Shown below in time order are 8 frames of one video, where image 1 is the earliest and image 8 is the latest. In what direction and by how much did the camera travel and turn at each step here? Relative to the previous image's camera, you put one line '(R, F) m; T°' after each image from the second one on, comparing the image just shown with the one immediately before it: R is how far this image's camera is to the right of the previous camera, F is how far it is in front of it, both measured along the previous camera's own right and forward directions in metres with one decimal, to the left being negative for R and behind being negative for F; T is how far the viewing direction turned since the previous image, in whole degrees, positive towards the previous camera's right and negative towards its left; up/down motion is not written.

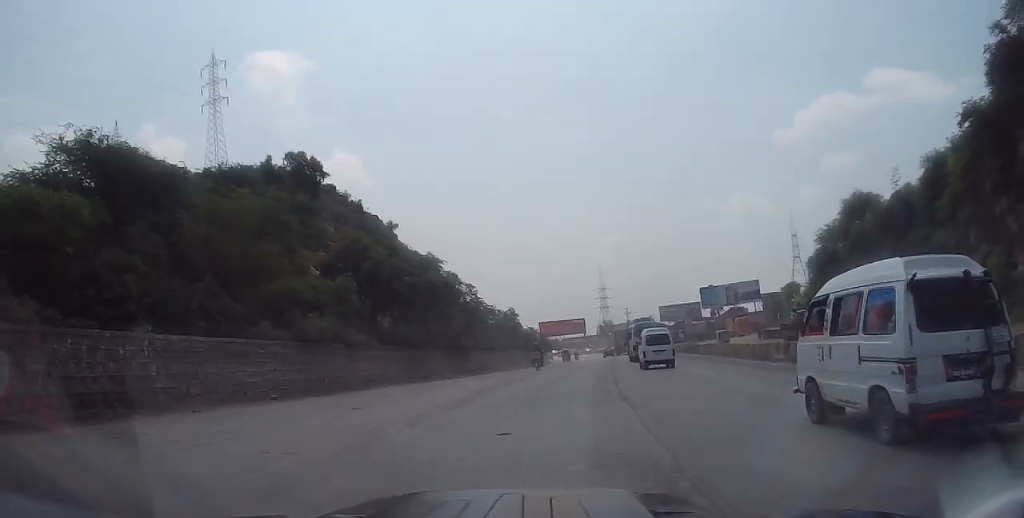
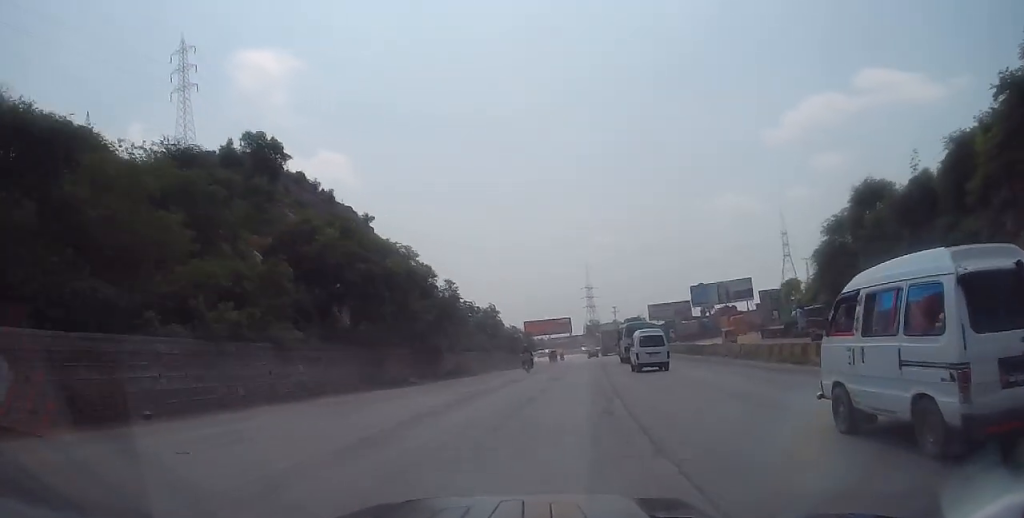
(0.0, +6.0) m; +1°
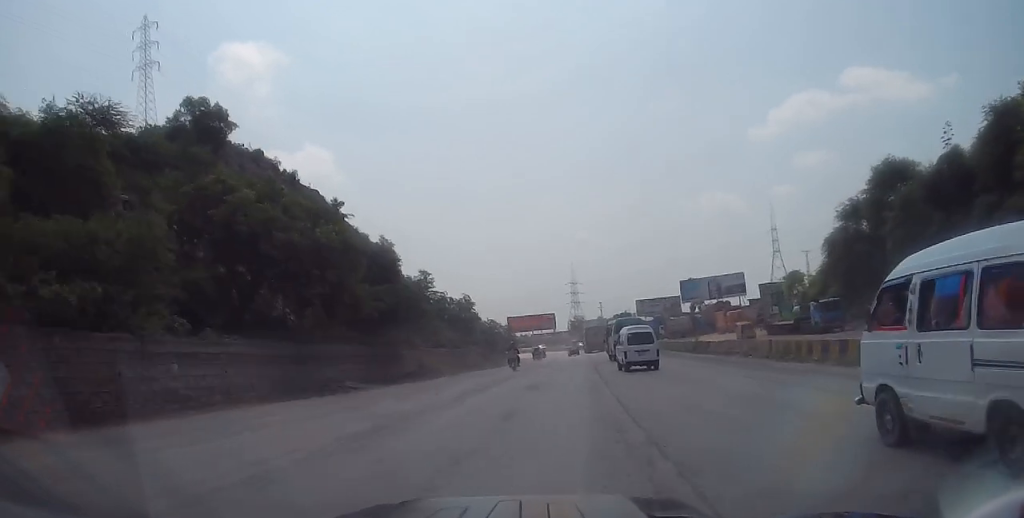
(0.0, +7.4) m; +1°
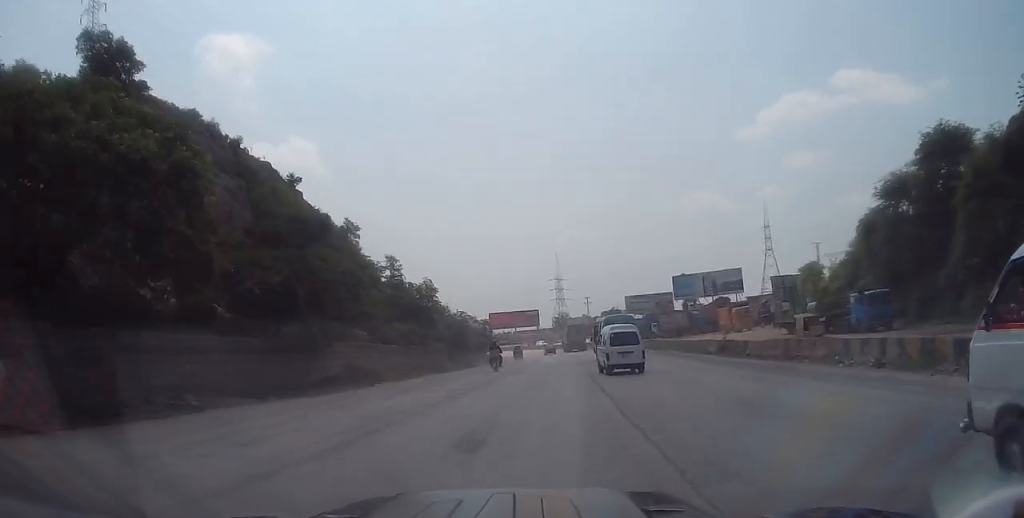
(+0.2, +11.1) m; +1°
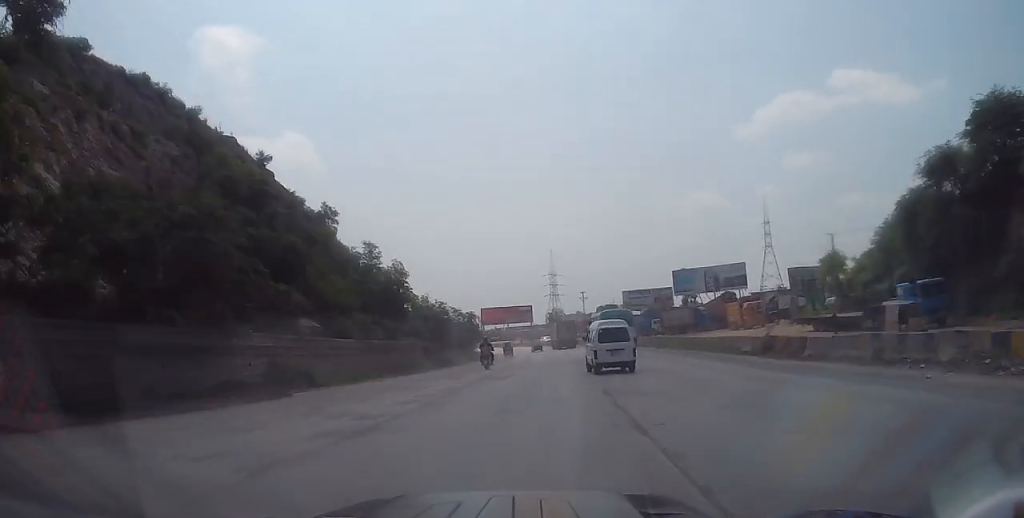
(0.0, +7.7) m; 0°
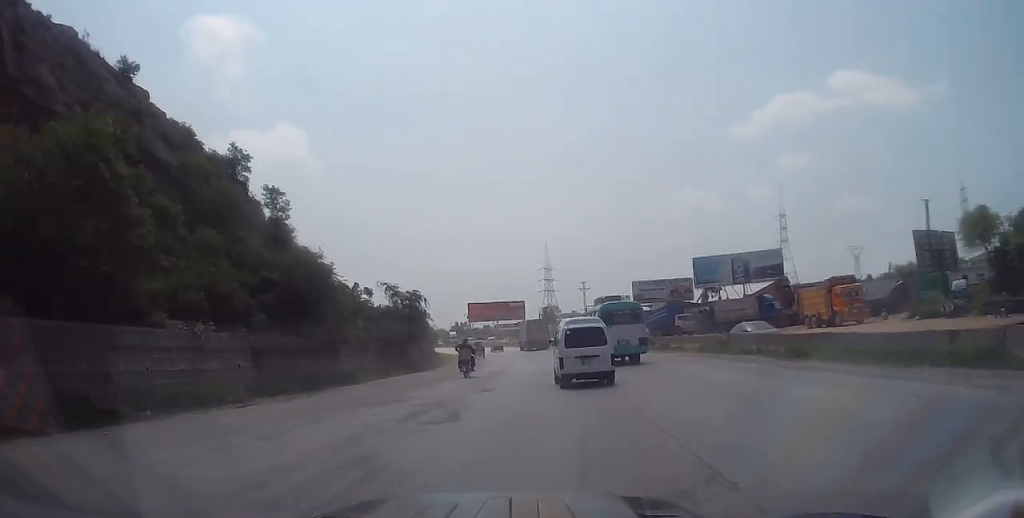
(0.0, +26.6) m; 0°
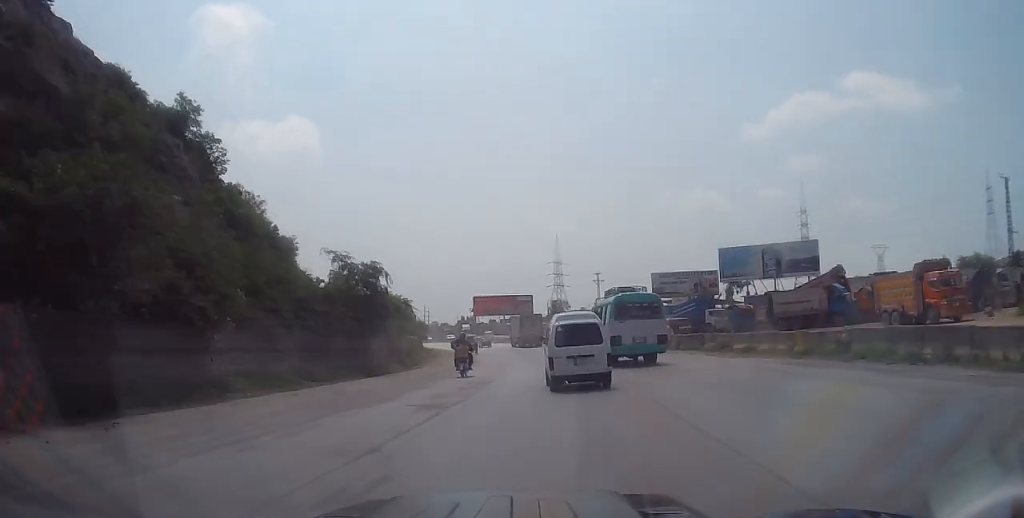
(0.0, +12.4) m; -1°
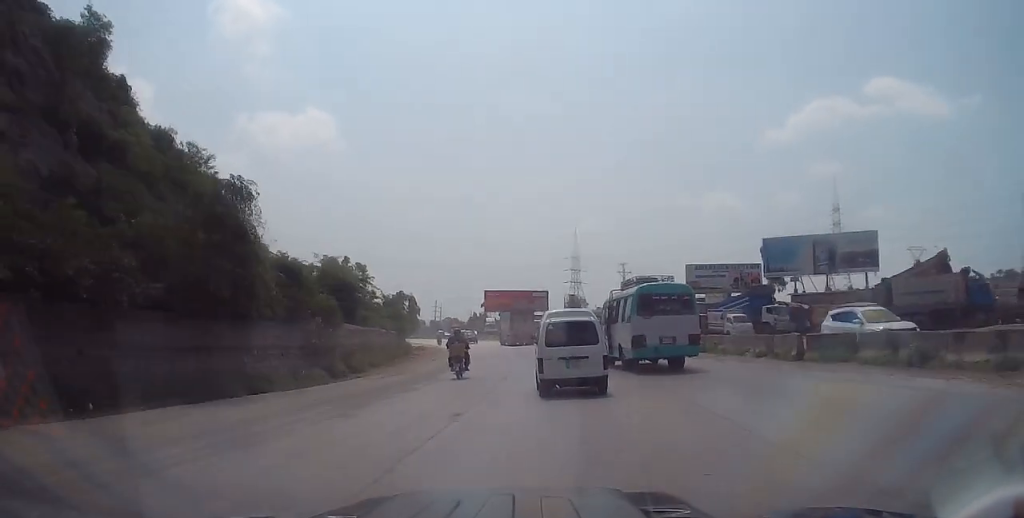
(-0.2, +15.6) m; -2°
